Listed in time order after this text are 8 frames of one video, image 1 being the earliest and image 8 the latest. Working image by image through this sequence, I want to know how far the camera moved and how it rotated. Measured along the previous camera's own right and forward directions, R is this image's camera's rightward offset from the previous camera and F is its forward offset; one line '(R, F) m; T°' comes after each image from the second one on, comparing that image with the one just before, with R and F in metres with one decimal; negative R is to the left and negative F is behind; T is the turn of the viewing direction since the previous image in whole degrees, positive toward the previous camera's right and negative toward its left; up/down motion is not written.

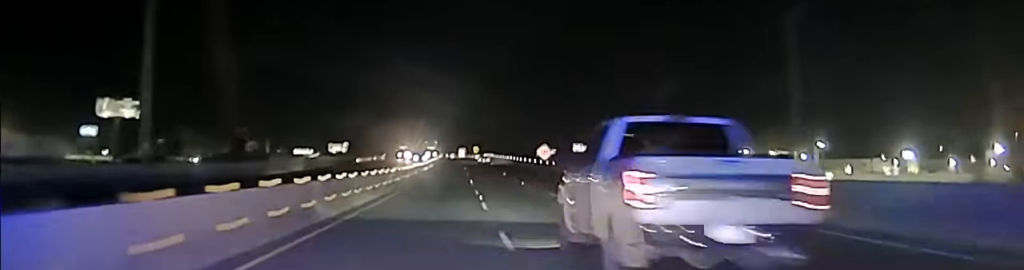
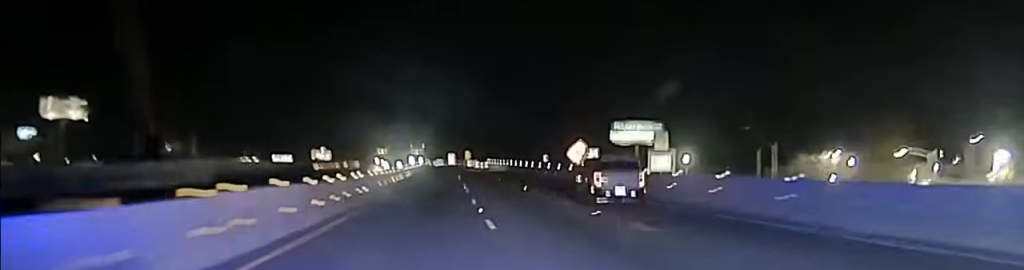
(+0.2, +32.4) m; 0°
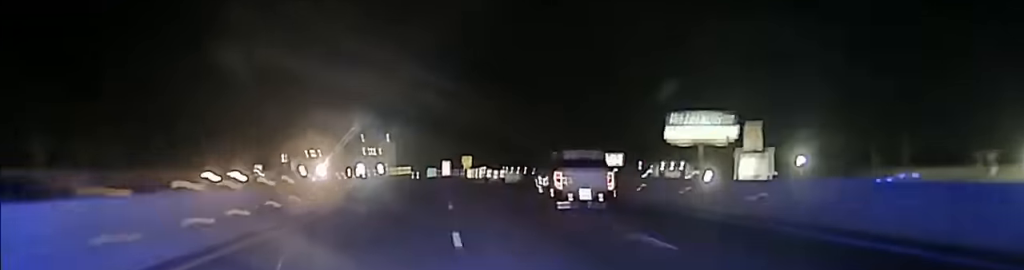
(+0.3, +65.3) m; -1°
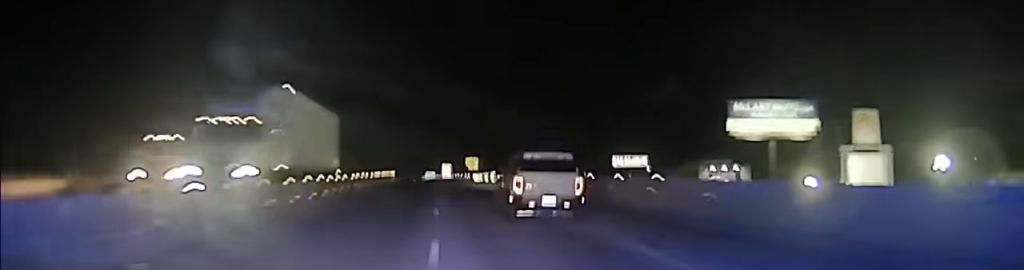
(-0.5, +37.9) m; -1°
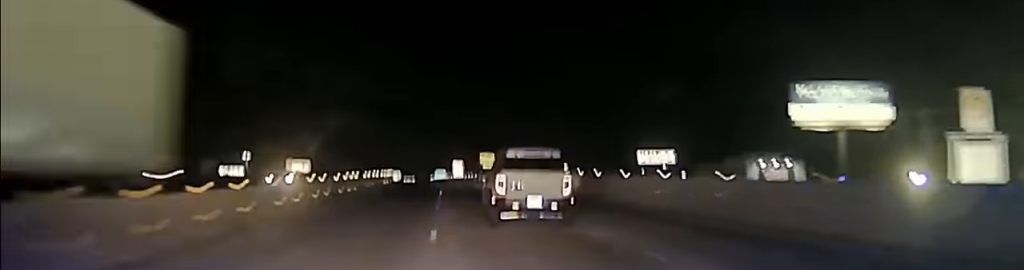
(-0.2, +20.7) m; -1°
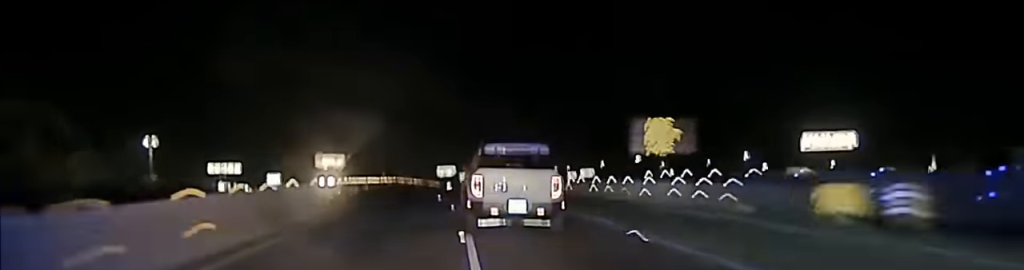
(-2.2, +87.1) m; -3°
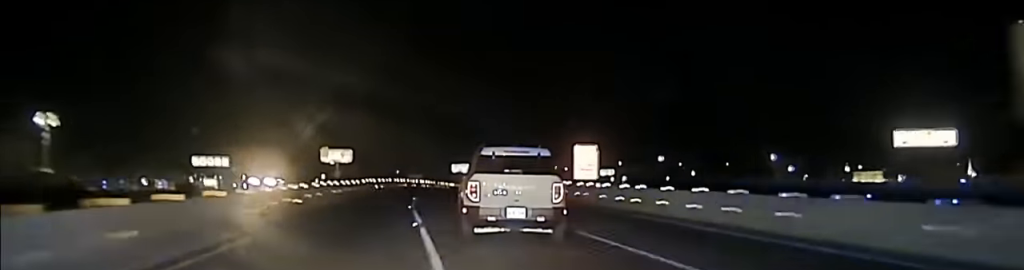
(-0.4, +33.5) m; 0°
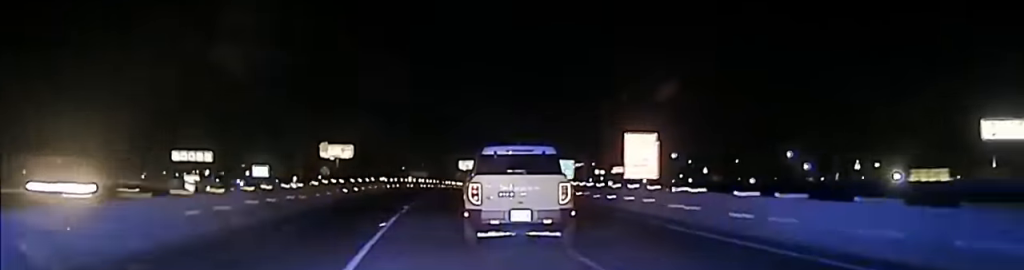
(-0.2, +23.8) m; +1°
